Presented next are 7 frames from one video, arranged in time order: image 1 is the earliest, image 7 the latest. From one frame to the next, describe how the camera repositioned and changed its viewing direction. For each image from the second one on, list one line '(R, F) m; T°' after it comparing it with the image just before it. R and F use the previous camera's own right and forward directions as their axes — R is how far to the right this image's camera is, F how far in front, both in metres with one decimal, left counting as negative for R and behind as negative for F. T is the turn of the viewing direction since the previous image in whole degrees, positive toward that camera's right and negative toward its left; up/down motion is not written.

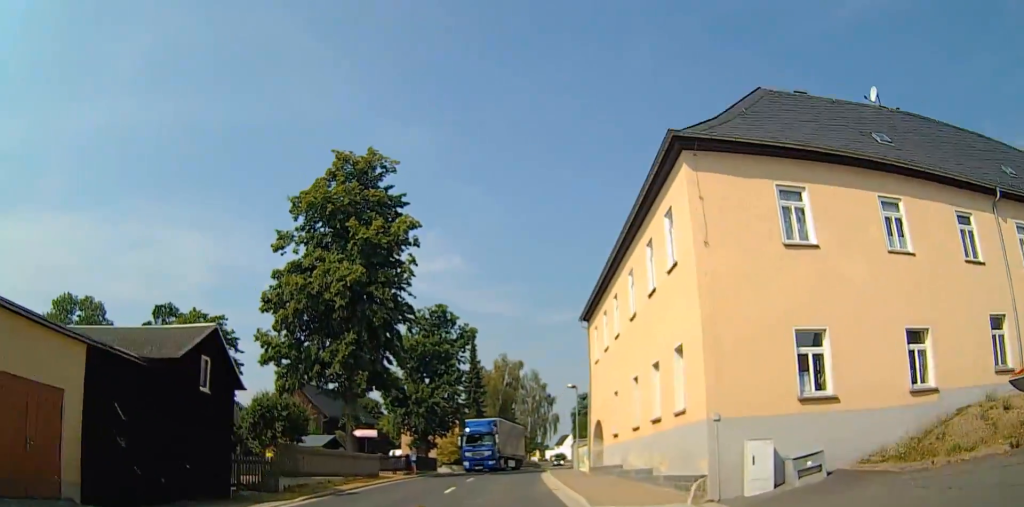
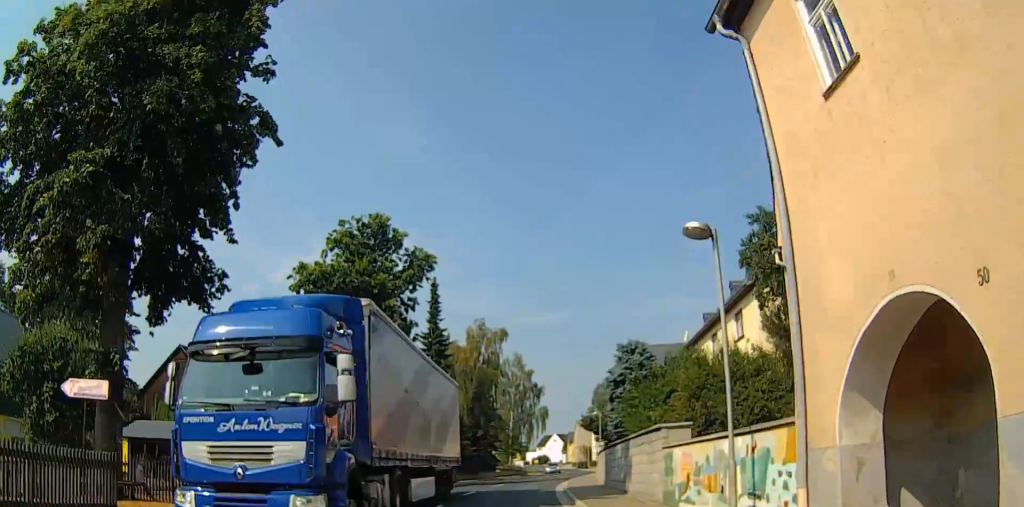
(+1.5, +24.5) m; +4°
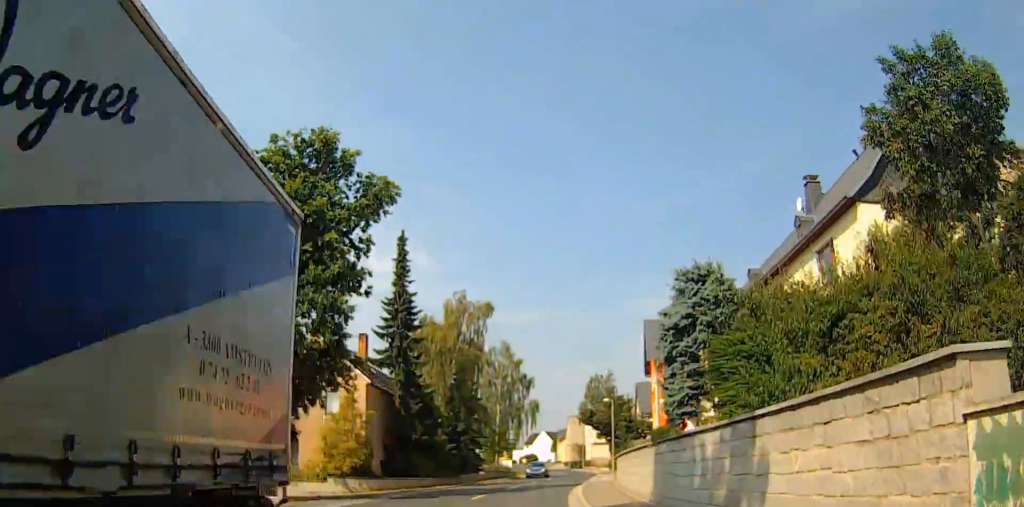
(0.0, +11.1) m; +1°
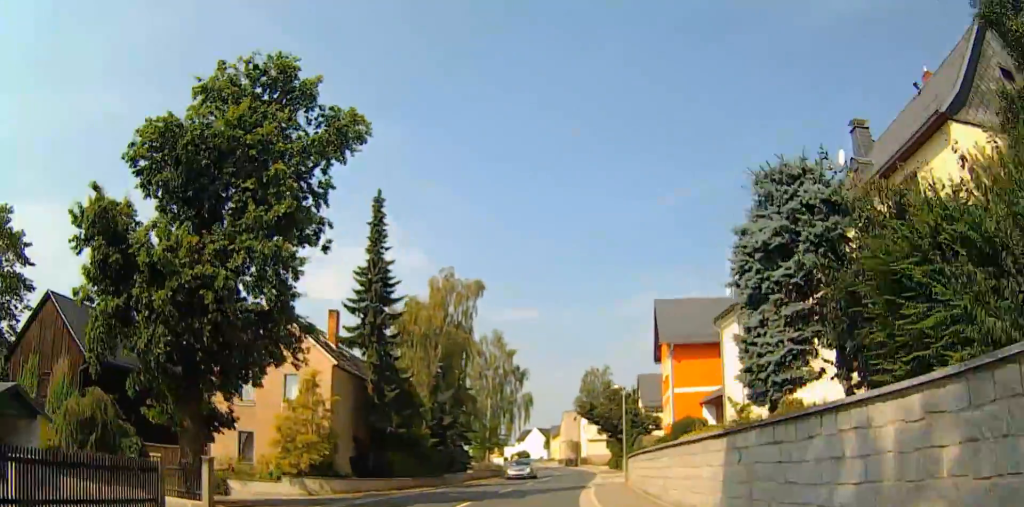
(-0.1, +6.0) m; +1°
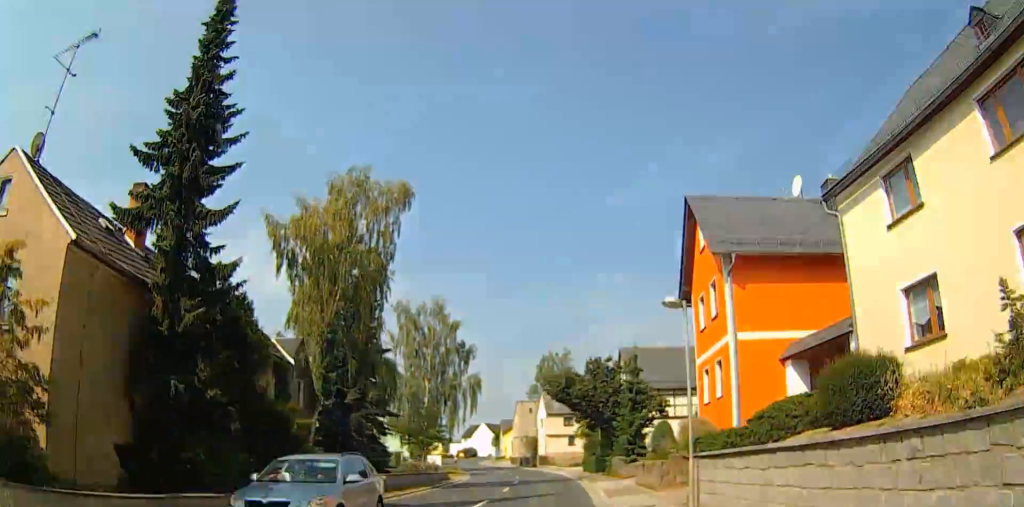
(+0.5, +17.1) m; +2°
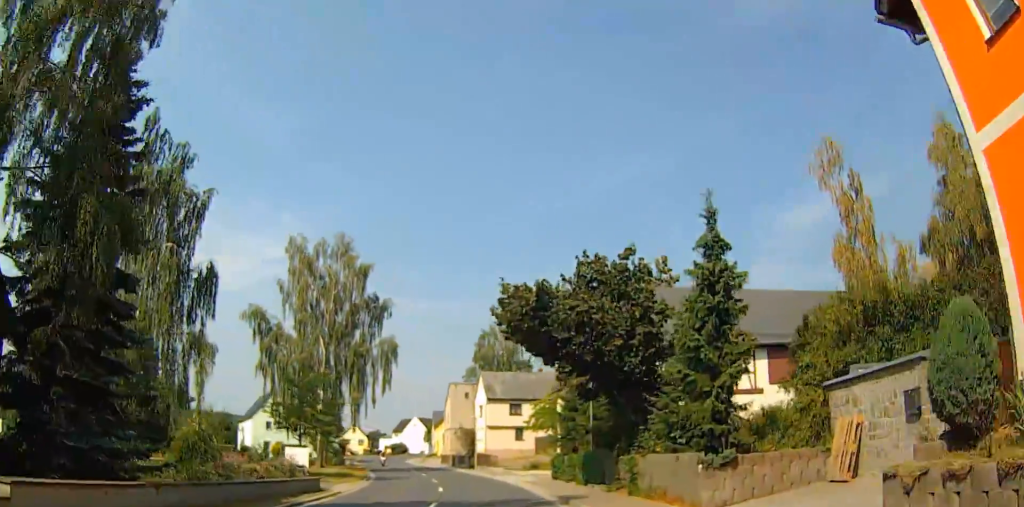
(0.0, +19.0) m; -1°
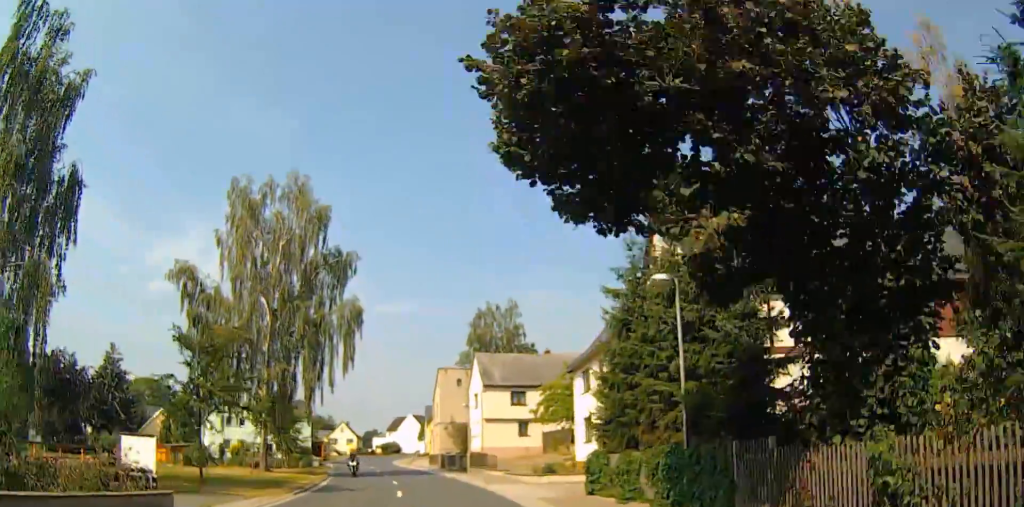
(-0.2, +11.6) m; 0°
